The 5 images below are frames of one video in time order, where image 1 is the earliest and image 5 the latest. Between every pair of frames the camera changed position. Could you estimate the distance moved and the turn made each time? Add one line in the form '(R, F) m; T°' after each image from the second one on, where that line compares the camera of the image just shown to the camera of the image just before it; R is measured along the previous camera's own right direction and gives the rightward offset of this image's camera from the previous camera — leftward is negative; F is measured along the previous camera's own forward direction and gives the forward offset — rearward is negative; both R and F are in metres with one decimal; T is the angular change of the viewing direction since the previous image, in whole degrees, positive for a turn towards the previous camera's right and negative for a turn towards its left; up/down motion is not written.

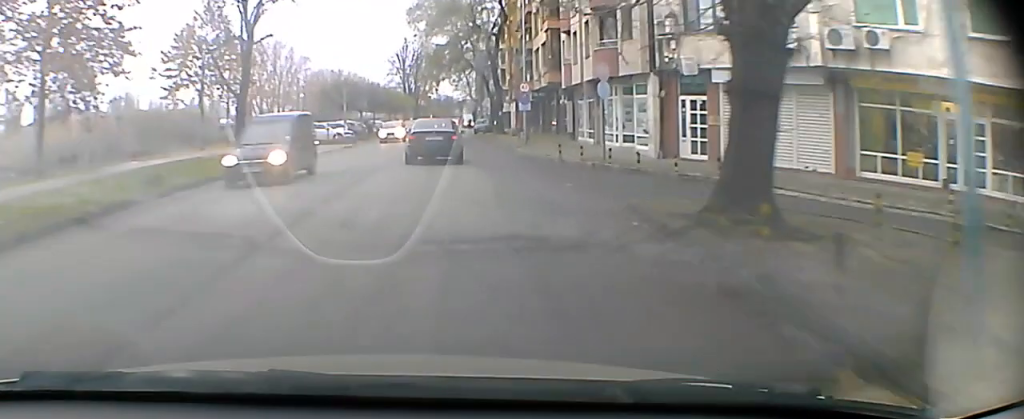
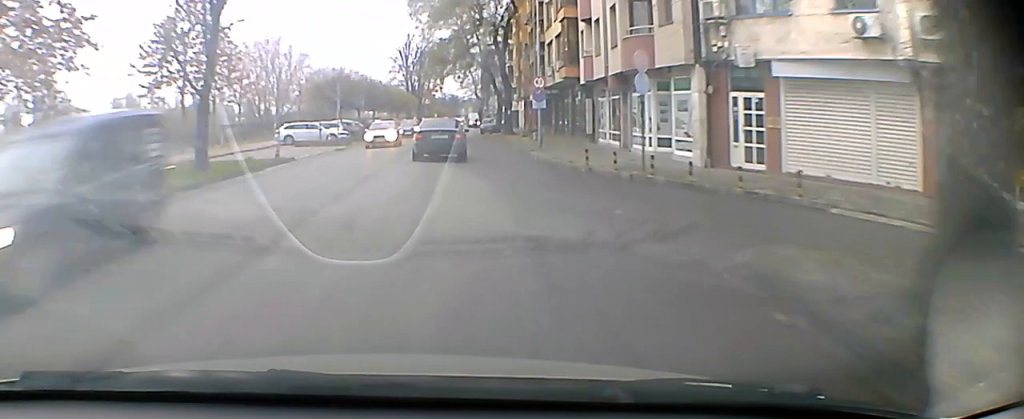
(0.0, +4.2) m; 0°
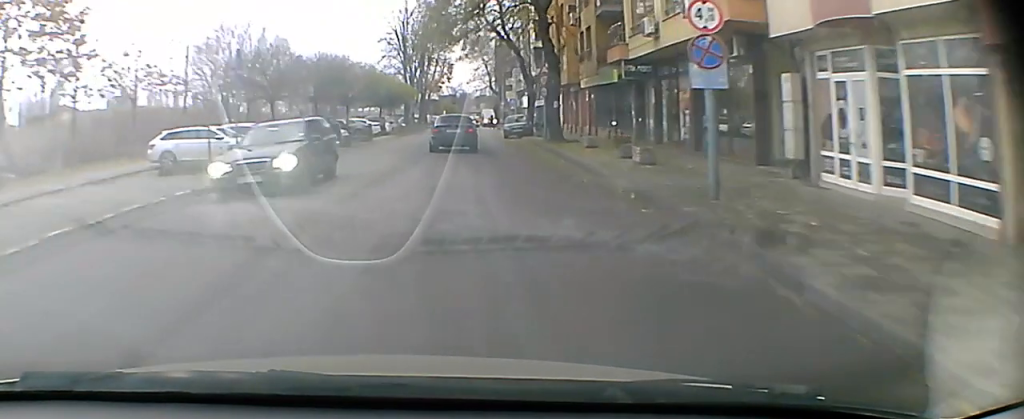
(-0.6, +20.9) m; -2°
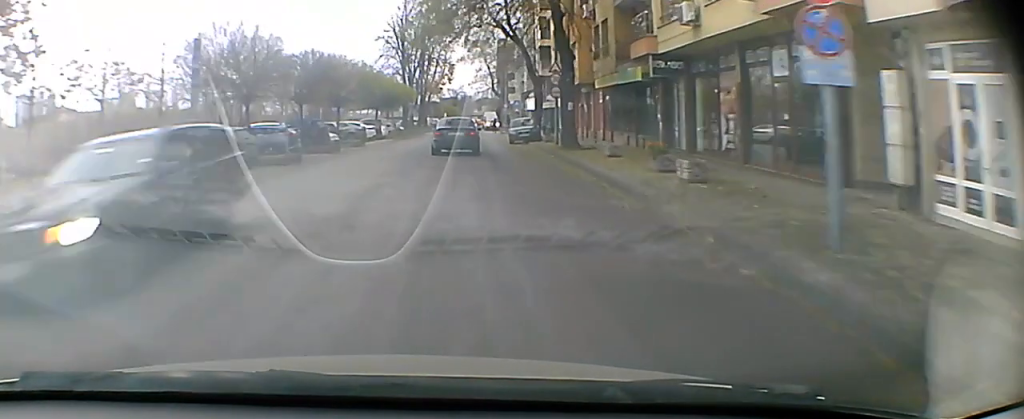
(+0.1, +3.8) m; +1°
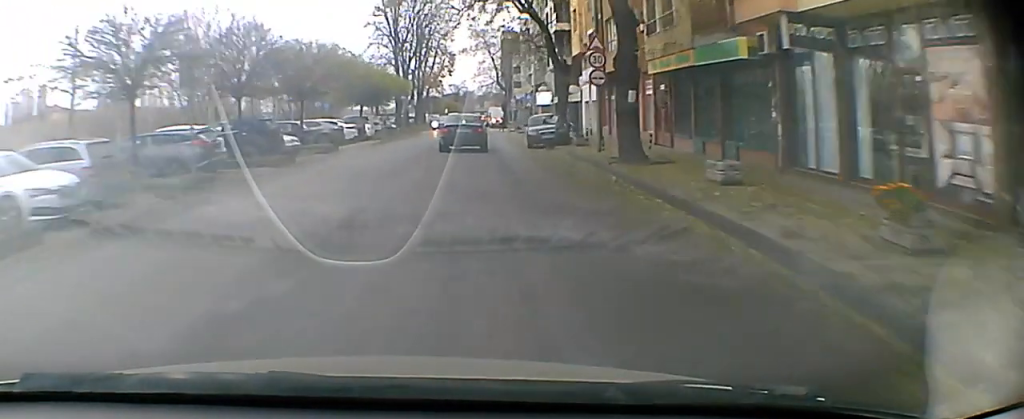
(+0.1, +9.8) m; +1°
